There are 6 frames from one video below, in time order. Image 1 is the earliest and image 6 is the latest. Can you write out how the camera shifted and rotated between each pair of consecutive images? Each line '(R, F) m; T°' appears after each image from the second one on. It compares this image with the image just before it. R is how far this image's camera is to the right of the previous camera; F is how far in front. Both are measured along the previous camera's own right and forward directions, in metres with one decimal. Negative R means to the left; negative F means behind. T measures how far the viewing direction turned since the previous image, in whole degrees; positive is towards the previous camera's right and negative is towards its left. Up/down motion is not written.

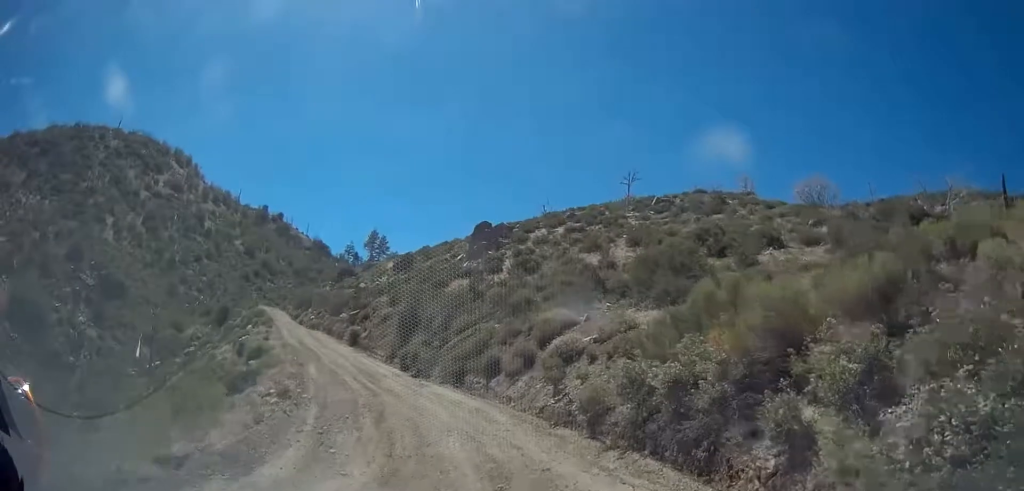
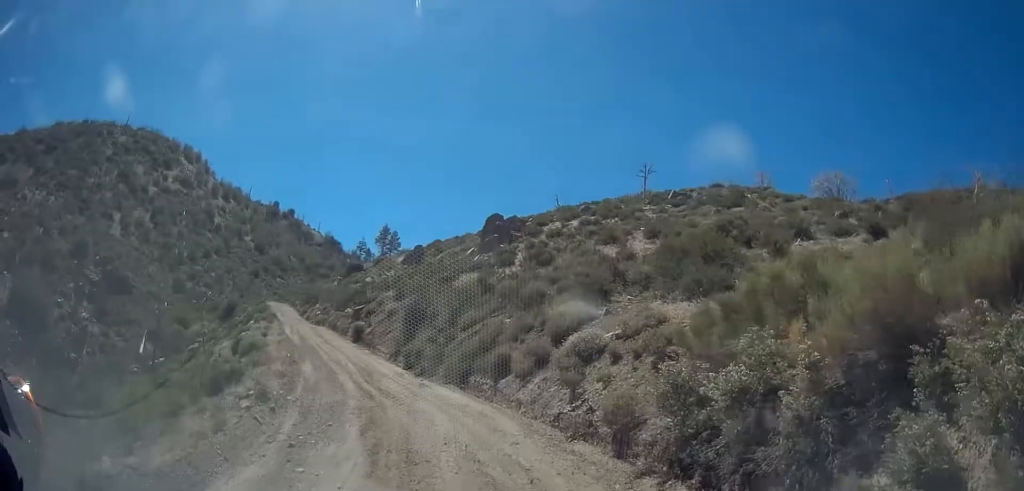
(0.0, +2.2) m; 0°
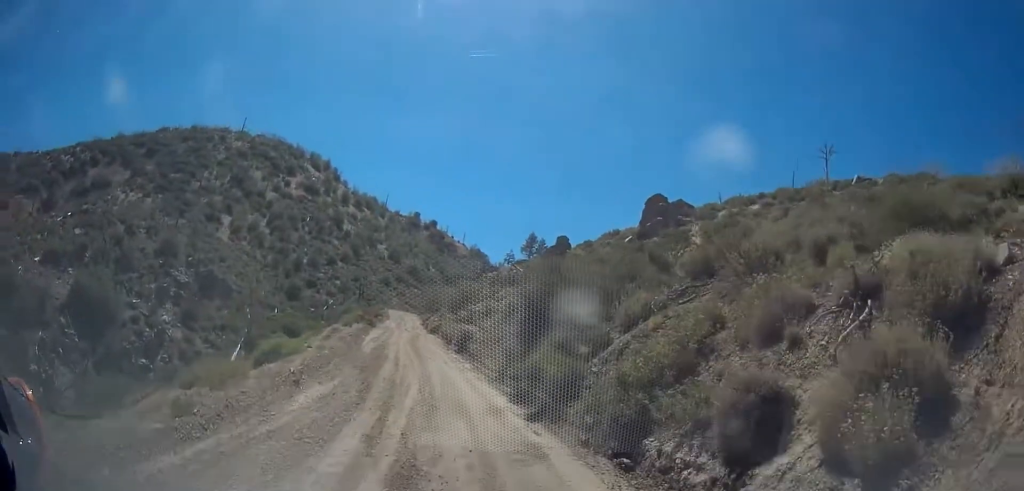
(-0.8, +12.5) m; -12°
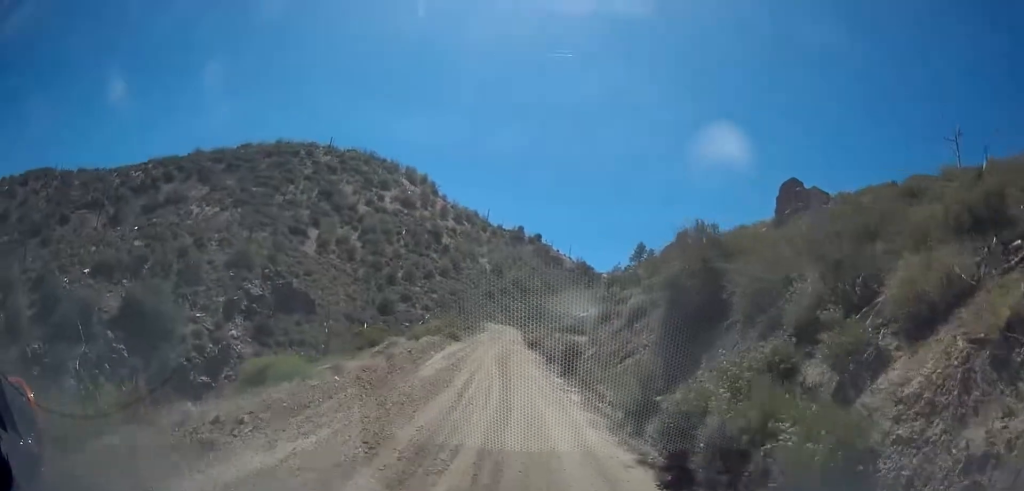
(-1.0, +7.8) m; -12°
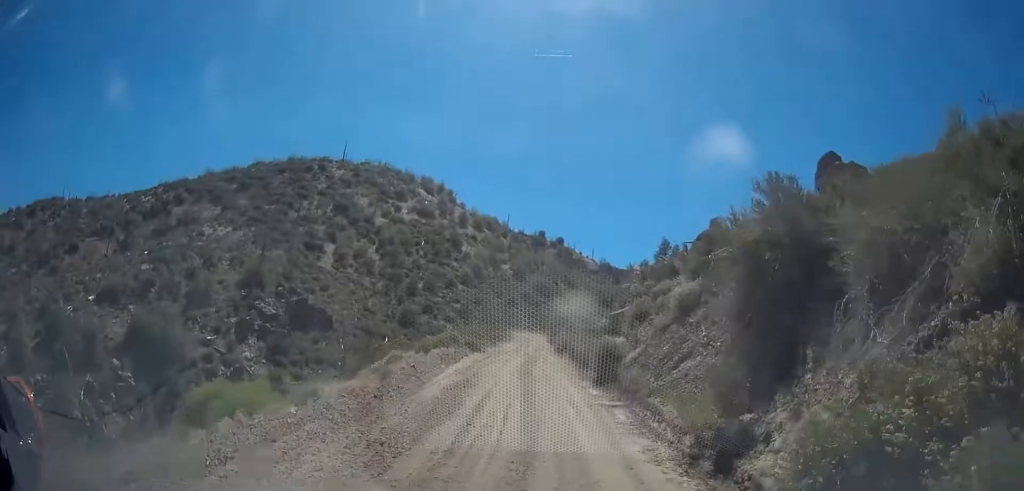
(-0.1, +3.5) m; -2°
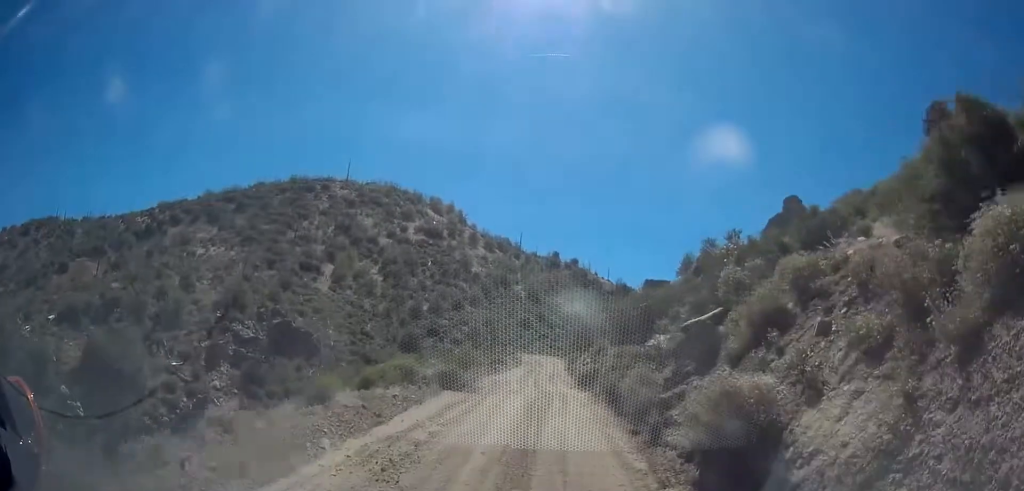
(-0.1, +11.6) m; -1°
